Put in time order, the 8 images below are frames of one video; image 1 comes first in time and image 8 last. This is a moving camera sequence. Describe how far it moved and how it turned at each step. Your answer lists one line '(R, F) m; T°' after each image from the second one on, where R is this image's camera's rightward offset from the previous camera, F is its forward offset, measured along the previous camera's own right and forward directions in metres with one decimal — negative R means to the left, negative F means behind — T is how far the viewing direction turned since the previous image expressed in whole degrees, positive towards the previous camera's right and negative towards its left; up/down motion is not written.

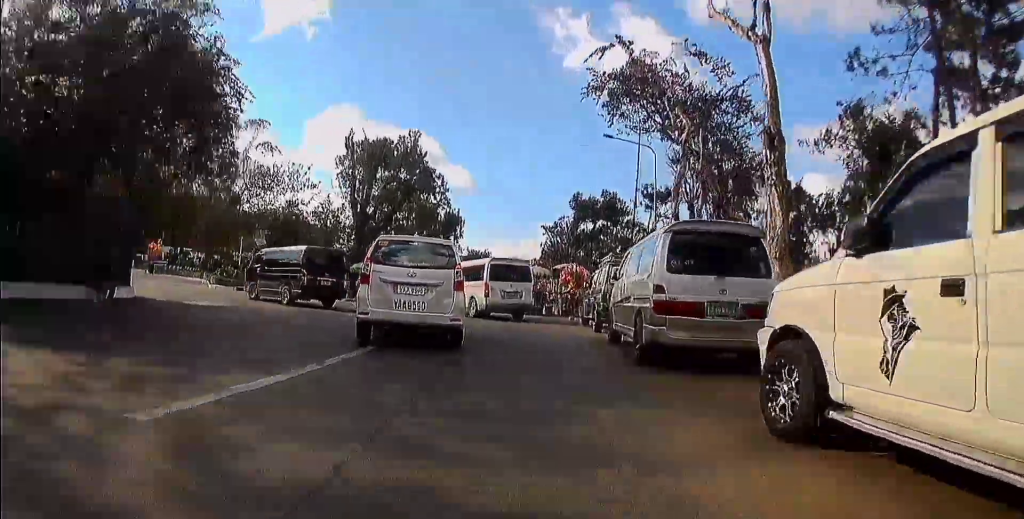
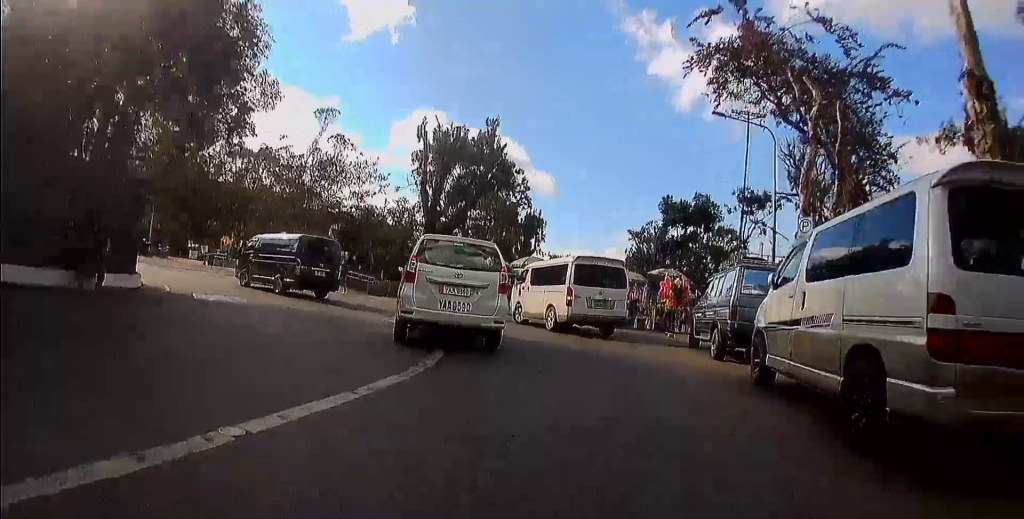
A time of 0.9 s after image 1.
(-0.1, +3.5) m; -7°
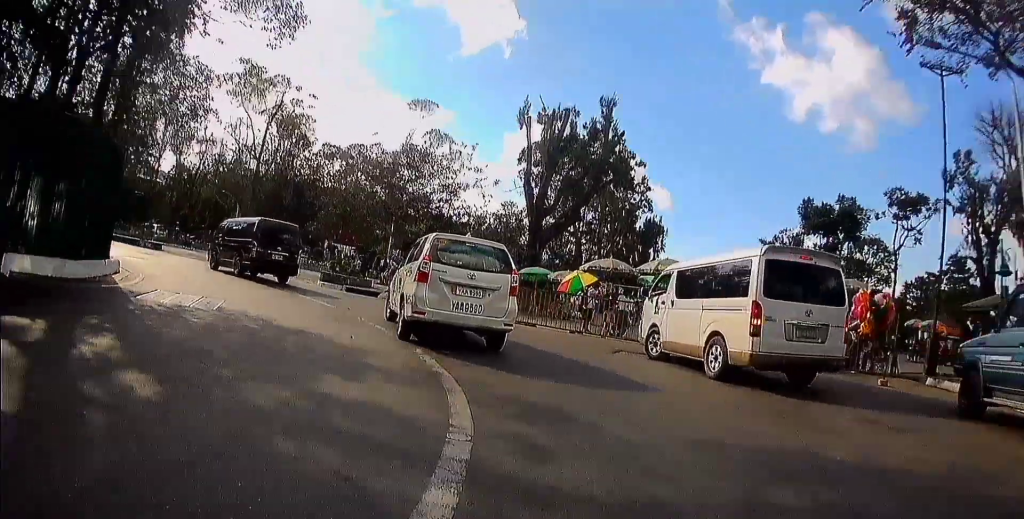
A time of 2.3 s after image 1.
(-0.6, +5.5) m; -12°
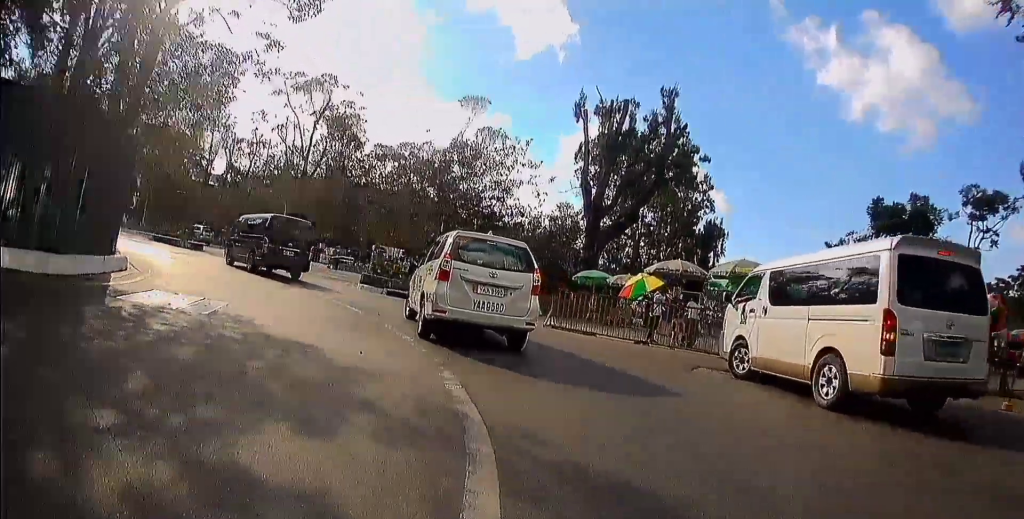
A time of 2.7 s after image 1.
(+0.1, +1.6) m; -7°
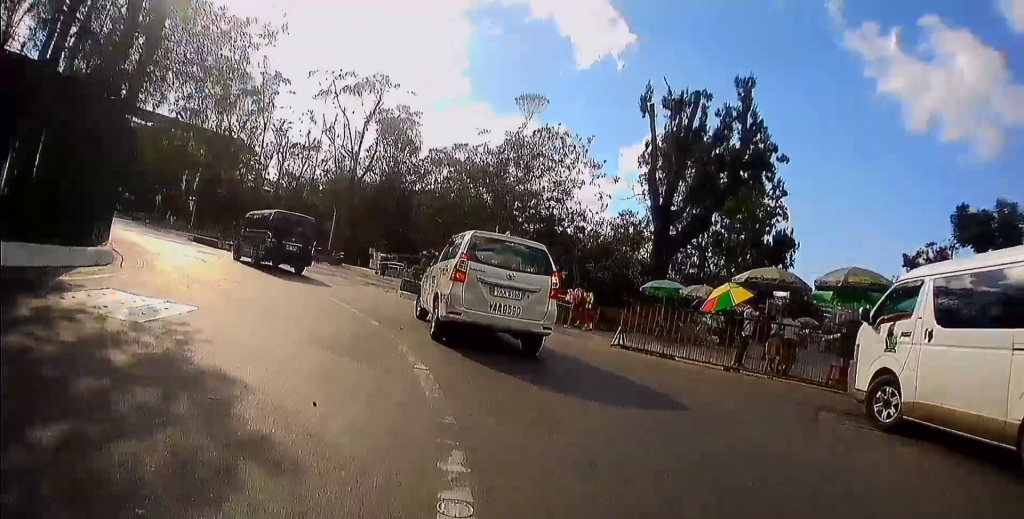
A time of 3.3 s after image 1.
(-0.1, +2.2) m; -9°
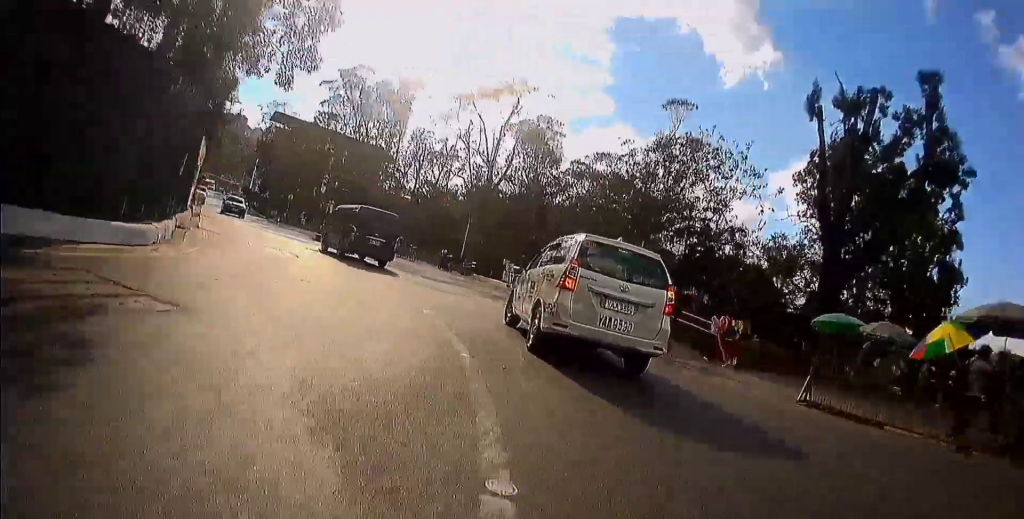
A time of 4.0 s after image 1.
(-0.5, +2.7) m; -10°
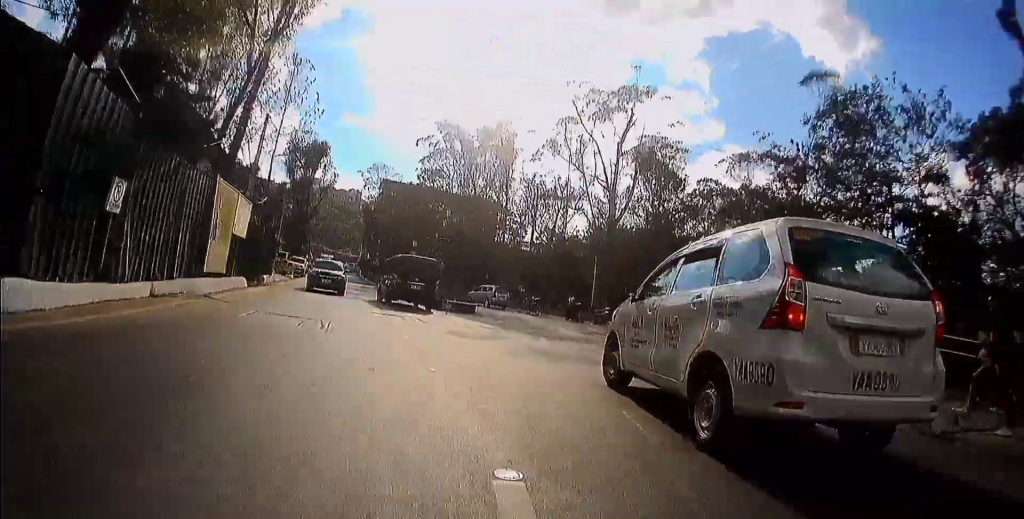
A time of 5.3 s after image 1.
(-0.5, +5.4) m; -14°
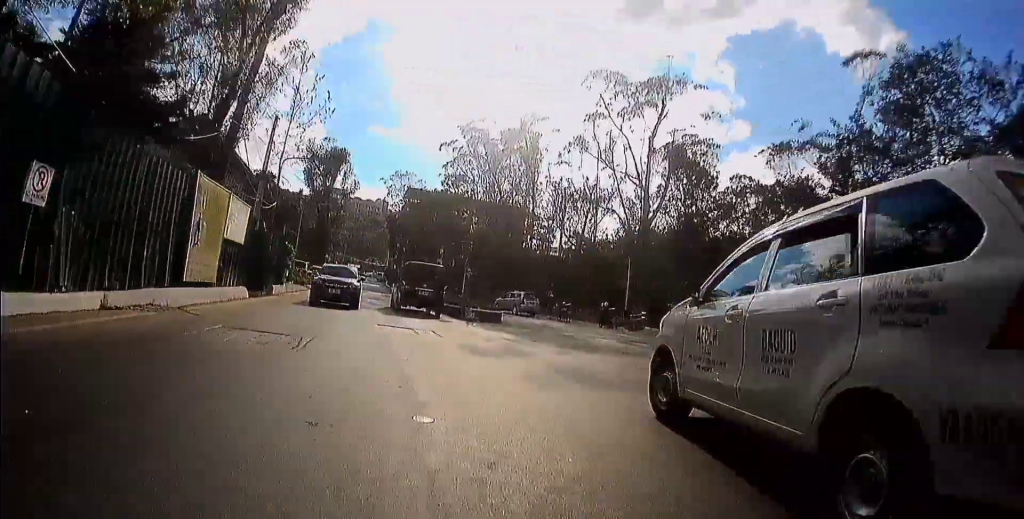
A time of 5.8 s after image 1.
(-0.2, +2.0) m; -6°
